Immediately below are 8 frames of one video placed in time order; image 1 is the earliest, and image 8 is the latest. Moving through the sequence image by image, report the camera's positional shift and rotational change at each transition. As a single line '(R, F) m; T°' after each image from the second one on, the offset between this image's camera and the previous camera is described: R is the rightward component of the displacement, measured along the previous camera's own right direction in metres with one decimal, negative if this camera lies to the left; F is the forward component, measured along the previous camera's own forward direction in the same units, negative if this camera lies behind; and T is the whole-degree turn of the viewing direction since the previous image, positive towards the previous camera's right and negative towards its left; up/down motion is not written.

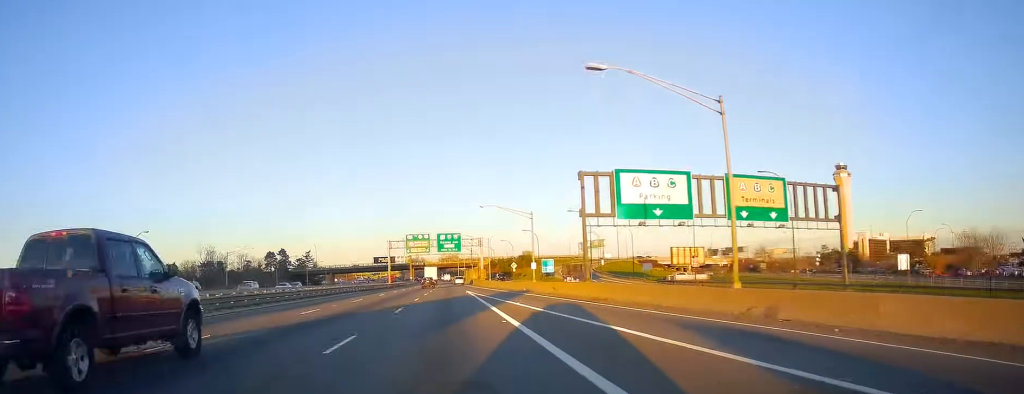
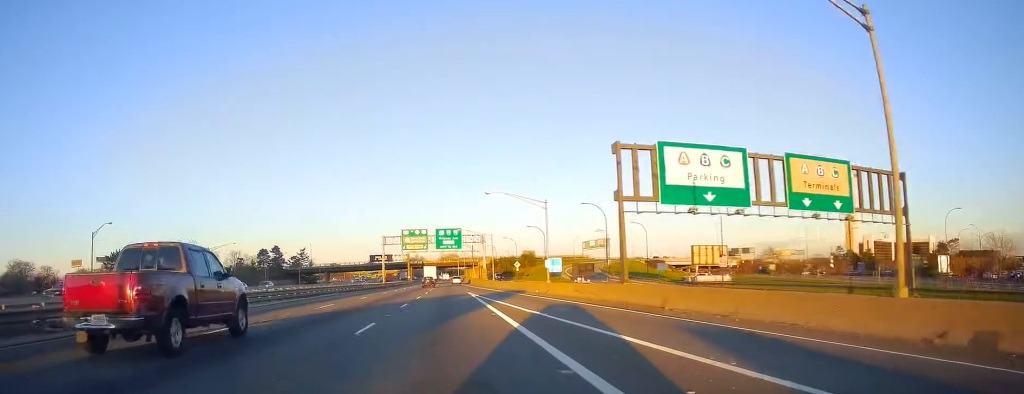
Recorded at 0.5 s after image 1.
(-0.2, +8.8) m; 0°
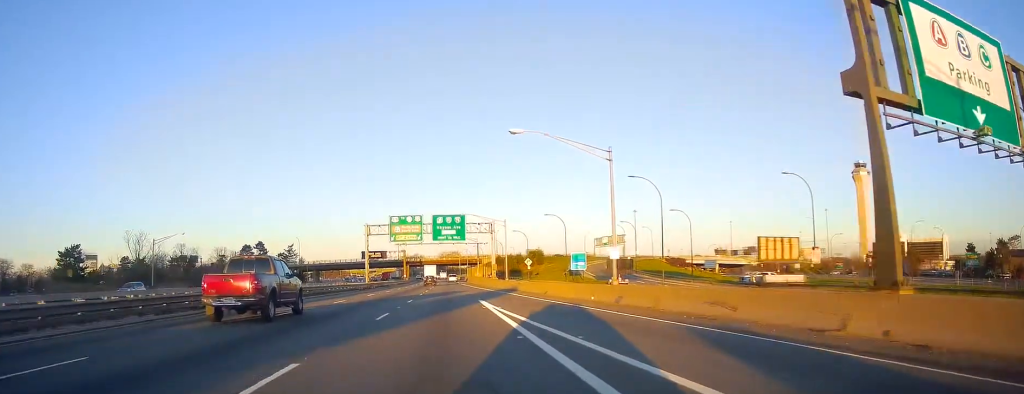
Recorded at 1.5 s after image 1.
(+0.3, +20.7) m; +1°
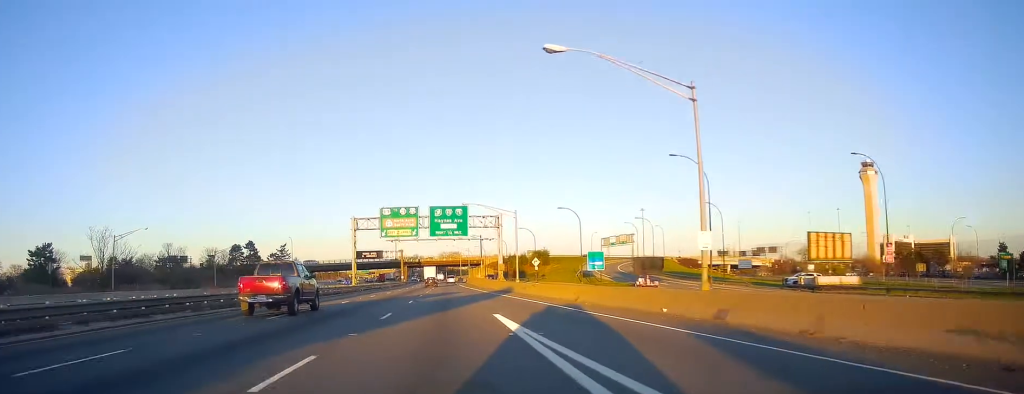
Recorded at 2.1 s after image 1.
(0.0, +10.4) m; 0°
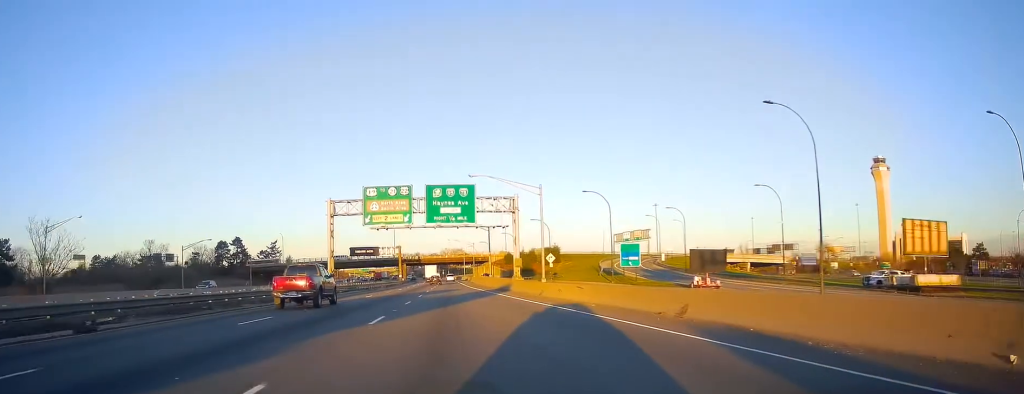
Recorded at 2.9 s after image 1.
(-0.1, +15.4) m; -1°
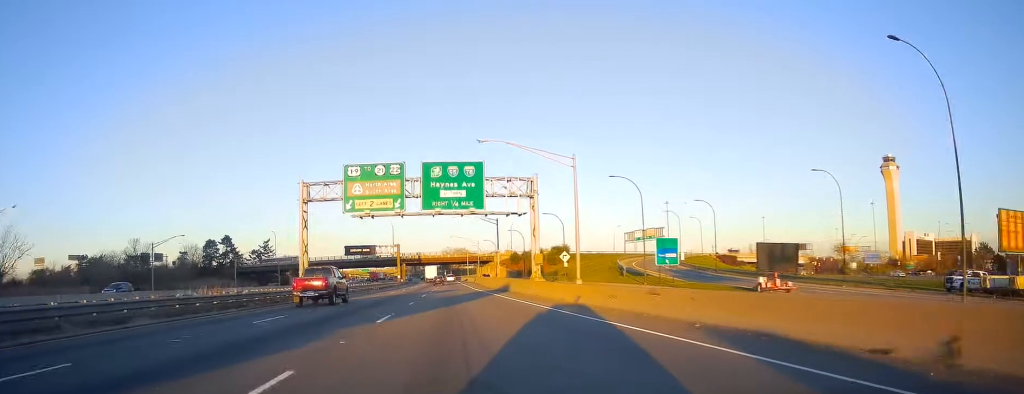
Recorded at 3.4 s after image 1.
(-0.1, +10.6) m; -1°
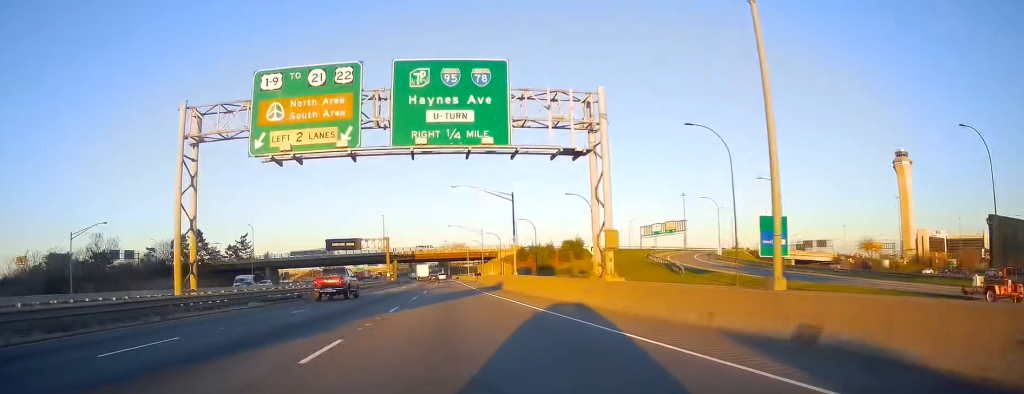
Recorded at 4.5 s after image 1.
(-0.2, +20.5) m; 0°
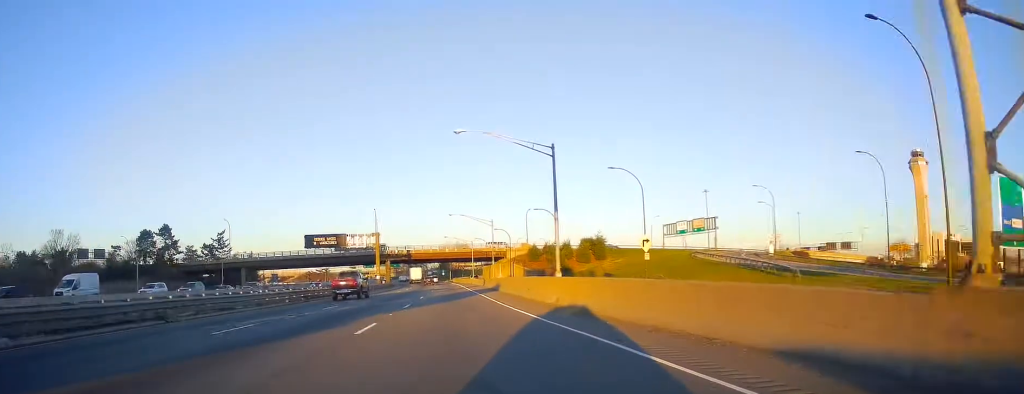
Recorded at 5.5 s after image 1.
(+0.3, +19.7) m; 0°
